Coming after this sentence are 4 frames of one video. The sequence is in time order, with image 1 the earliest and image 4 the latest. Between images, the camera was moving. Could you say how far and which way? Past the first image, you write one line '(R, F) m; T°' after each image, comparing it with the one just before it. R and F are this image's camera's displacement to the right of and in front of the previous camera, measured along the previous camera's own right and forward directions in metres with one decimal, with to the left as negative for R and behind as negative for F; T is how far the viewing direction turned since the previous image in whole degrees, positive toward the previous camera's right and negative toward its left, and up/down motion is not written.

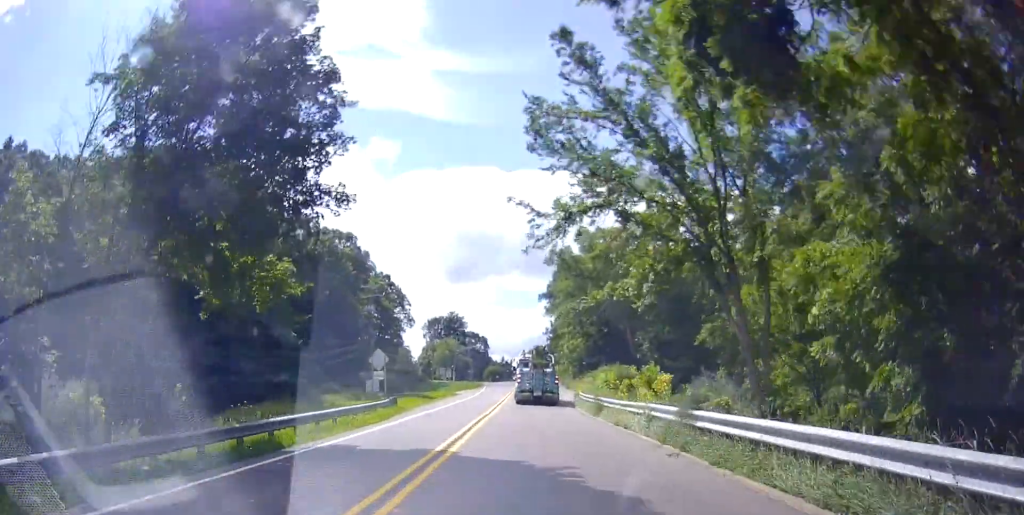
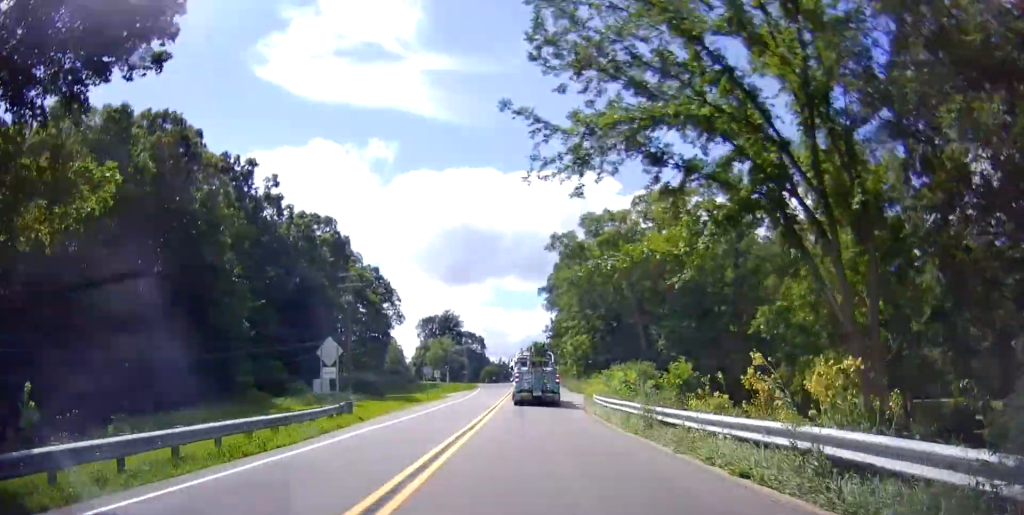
(0.0, +10.4) m; -1°
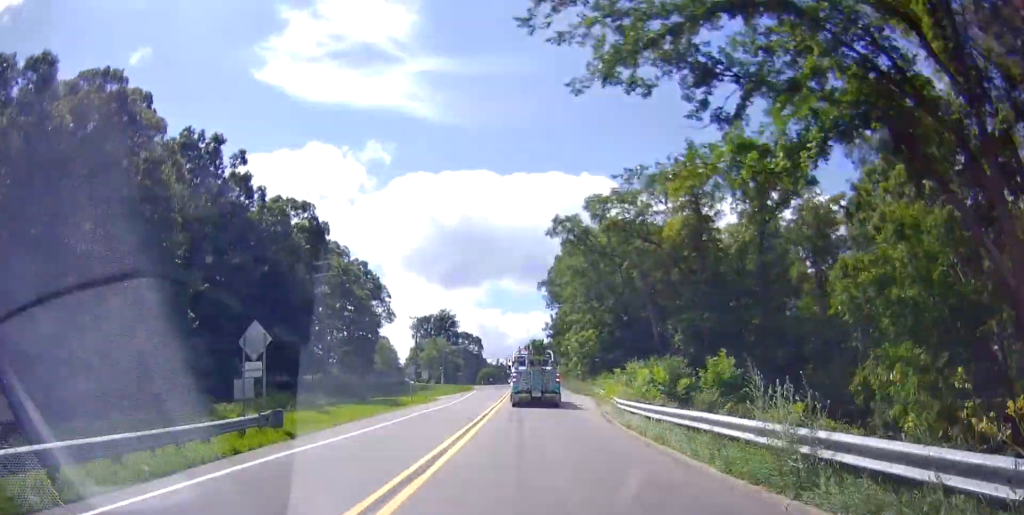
(-0.2, +9.4) m; 0°
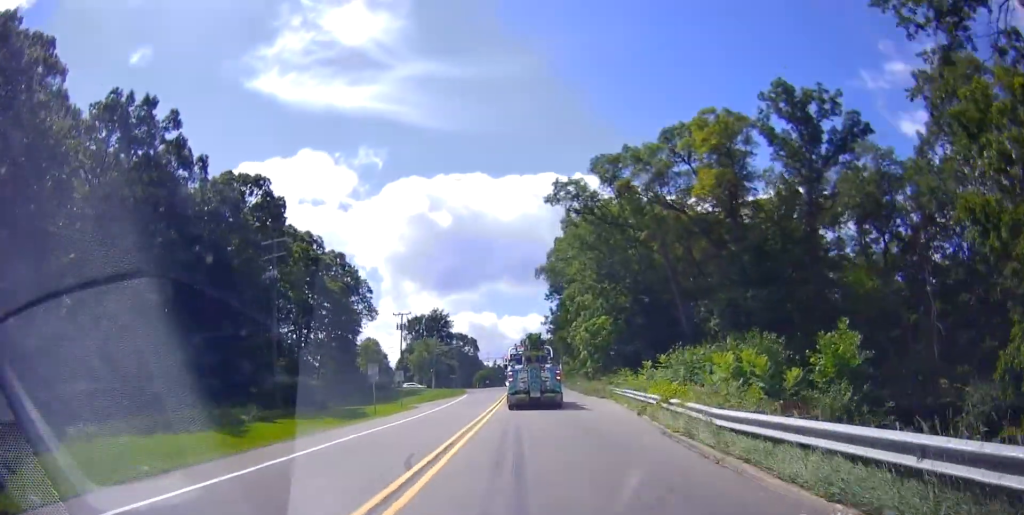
(-0.1, +15.4) m; +1°
